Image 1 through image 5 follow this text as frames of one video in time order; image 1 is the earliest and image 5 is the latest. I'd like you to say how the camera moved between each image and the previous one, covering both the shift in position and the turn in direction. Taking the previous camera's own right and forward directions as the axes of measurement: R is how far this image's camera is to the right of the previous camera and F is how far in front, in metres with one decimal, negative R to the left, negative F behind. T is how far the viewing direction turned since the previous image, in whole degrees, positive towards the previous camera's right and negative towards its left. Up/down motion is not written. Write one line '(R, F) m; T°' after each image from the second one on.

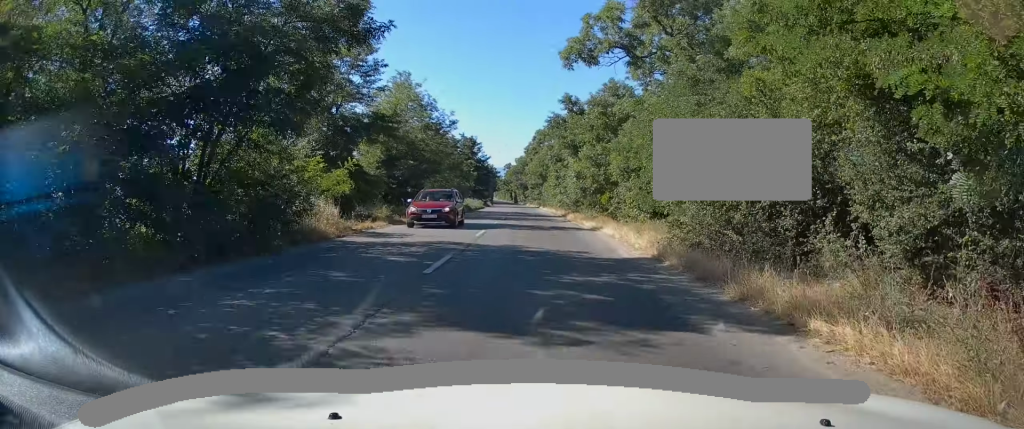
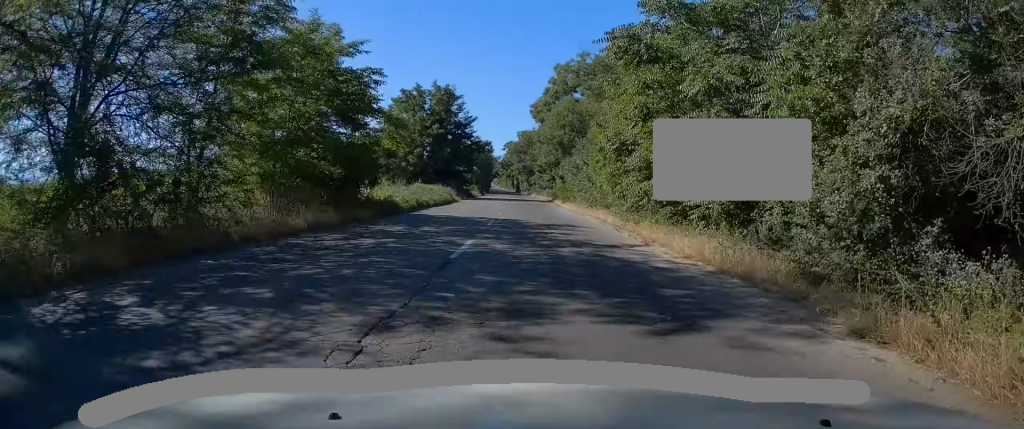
(-0.1, +36.6) m; -1°
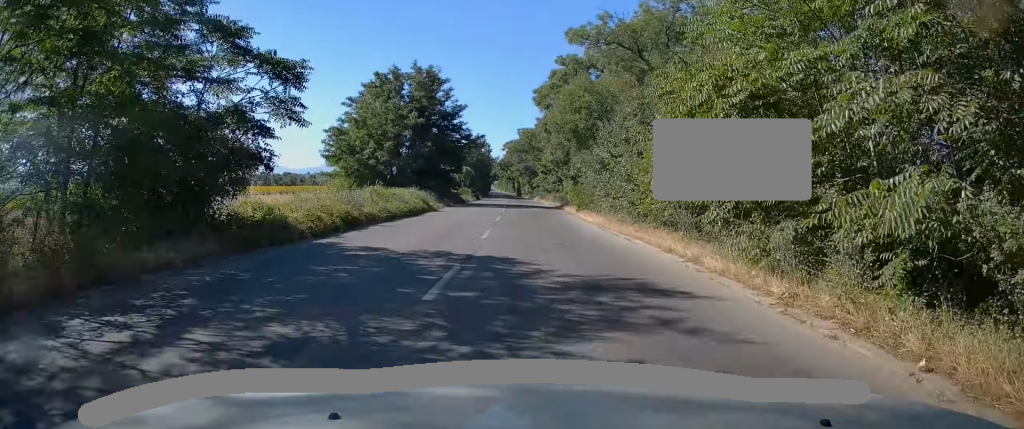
(-0.1, +12.0) m; 0°
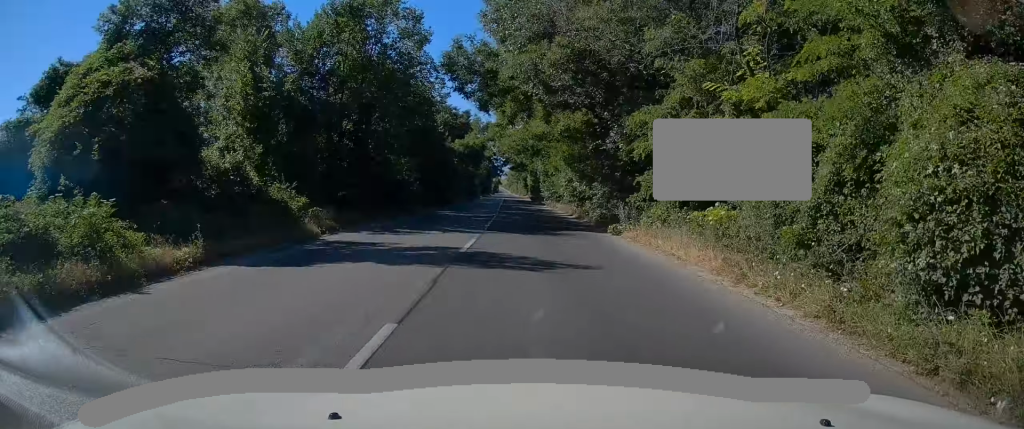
(-0.9, +78.0) m; -1°
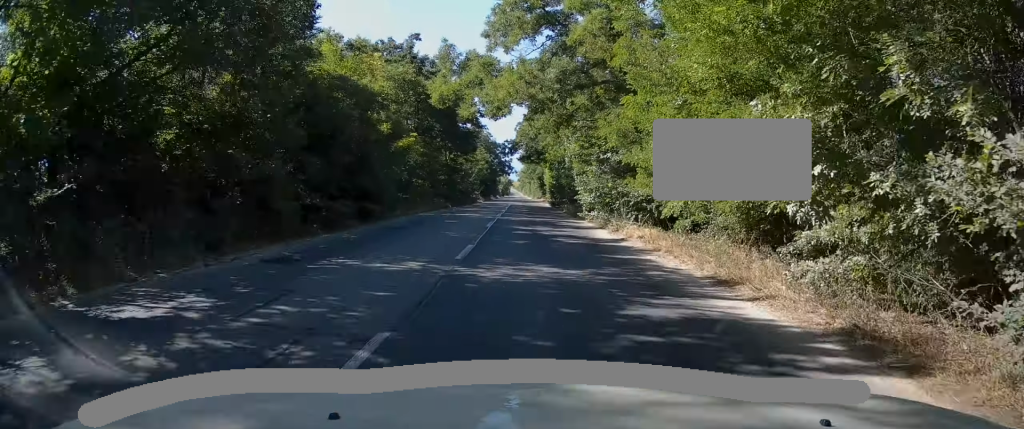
(-0.1, +27.4) m; -1°
